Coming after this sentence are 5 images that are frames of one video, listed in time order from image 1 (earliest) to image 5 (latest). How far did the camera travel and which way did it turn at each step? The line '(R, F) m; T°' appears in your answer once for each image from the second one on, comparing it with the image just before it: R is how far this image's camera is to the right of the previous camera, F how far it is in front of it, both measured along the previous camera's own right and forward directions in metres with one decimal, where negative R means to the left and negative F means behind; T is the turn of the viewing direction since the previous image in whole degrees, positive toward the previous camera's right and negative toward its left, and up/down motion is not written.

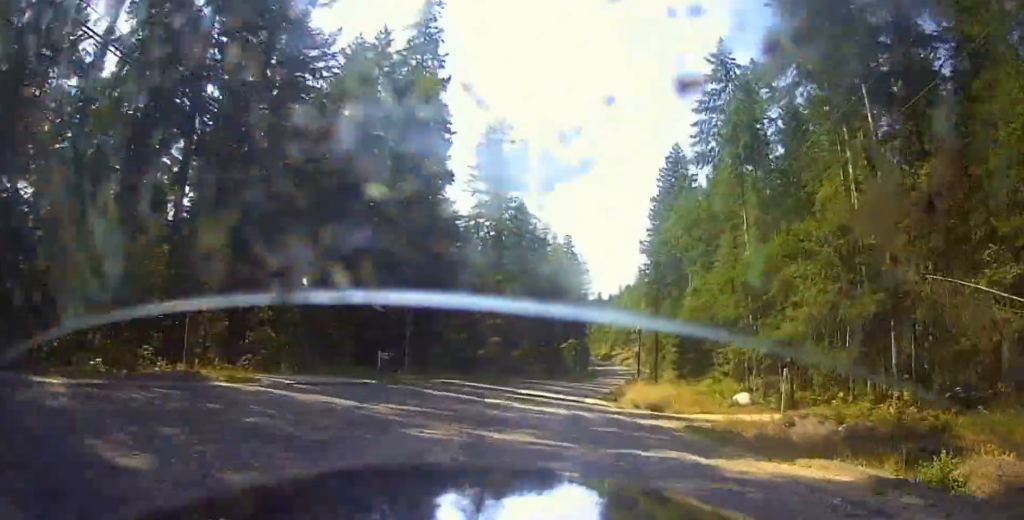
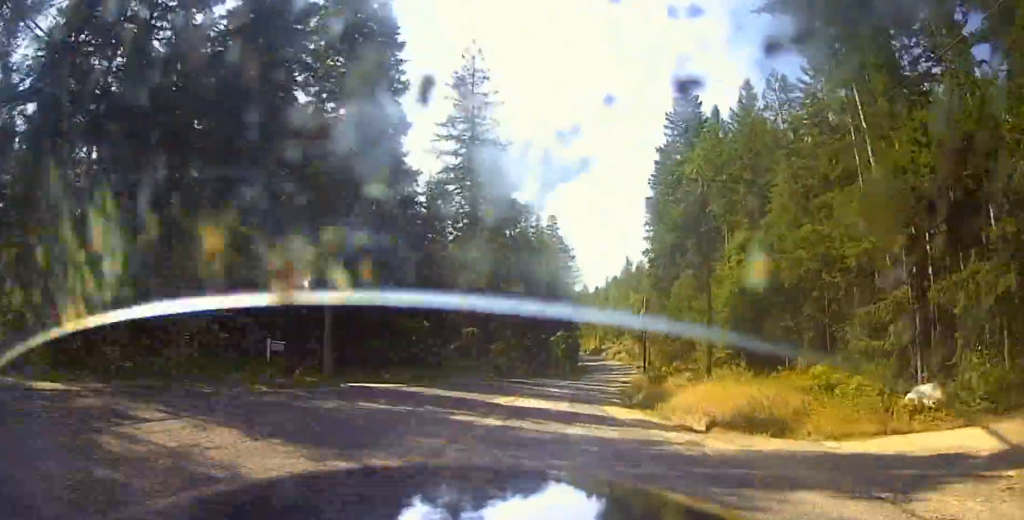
(0.0, +17.2) m; 0°
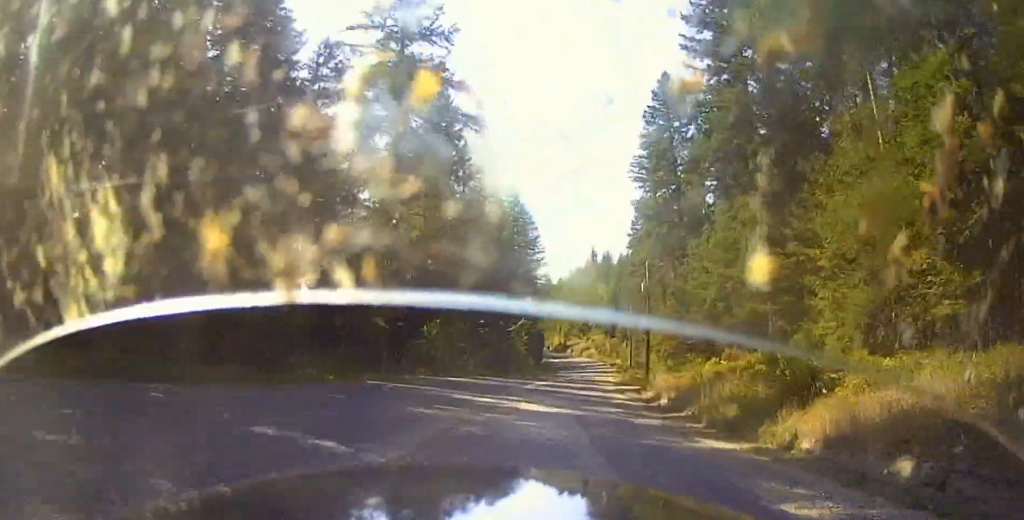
(+0.1, +27.4) m; +2°
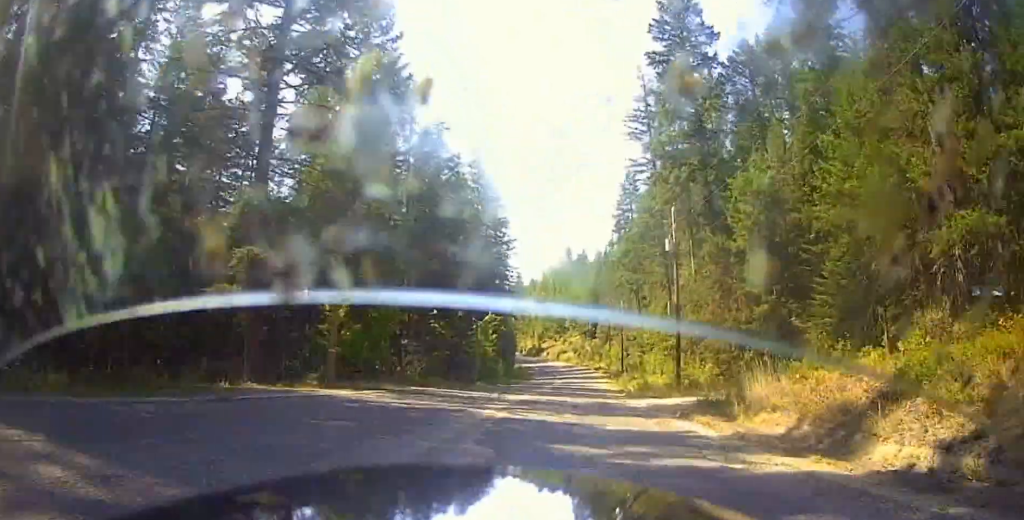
(+0.9, +22.0) m; +4°
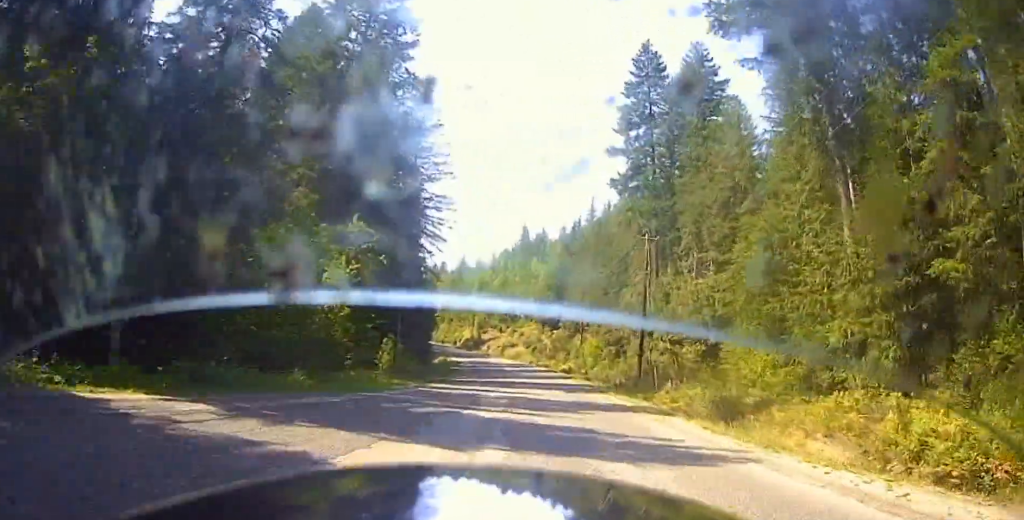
(+3.0, +56.2) m; +1°
